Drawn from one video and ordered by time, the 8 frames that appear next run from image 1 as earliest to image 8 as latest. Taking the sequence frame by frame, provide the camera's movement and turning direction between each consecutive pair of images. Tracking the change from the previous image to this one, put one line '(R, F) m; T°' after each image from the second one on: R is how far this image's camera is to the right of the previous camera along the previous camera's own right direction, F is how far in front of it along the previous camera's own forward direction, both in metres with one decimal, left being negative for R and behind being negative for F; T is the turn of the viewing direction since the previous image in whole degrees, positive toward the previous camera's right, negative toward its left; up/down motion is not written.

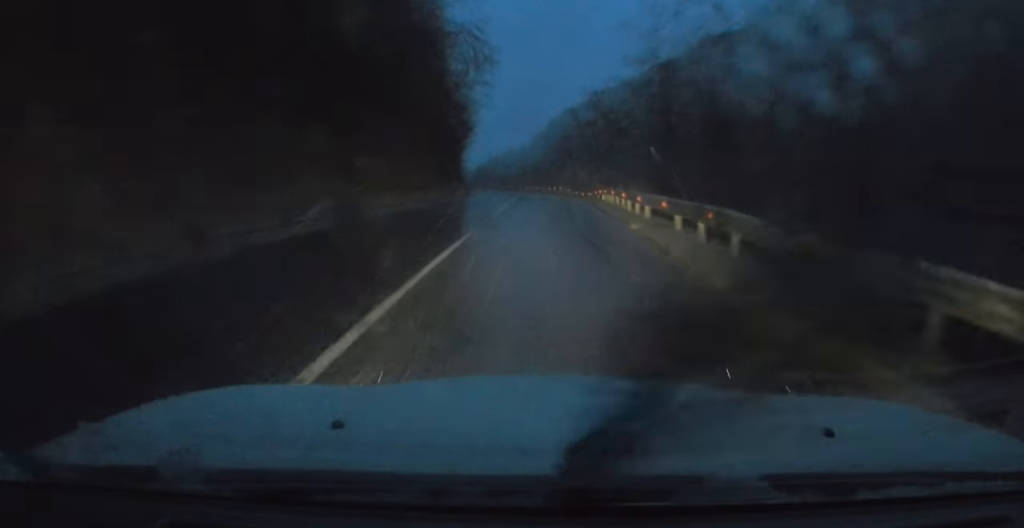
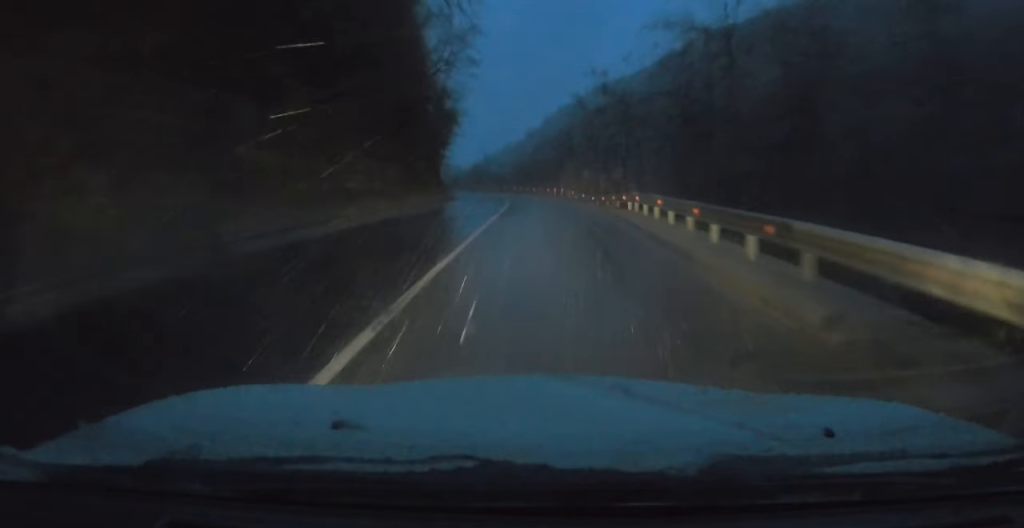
(-0.1, +10.2) m; 0°
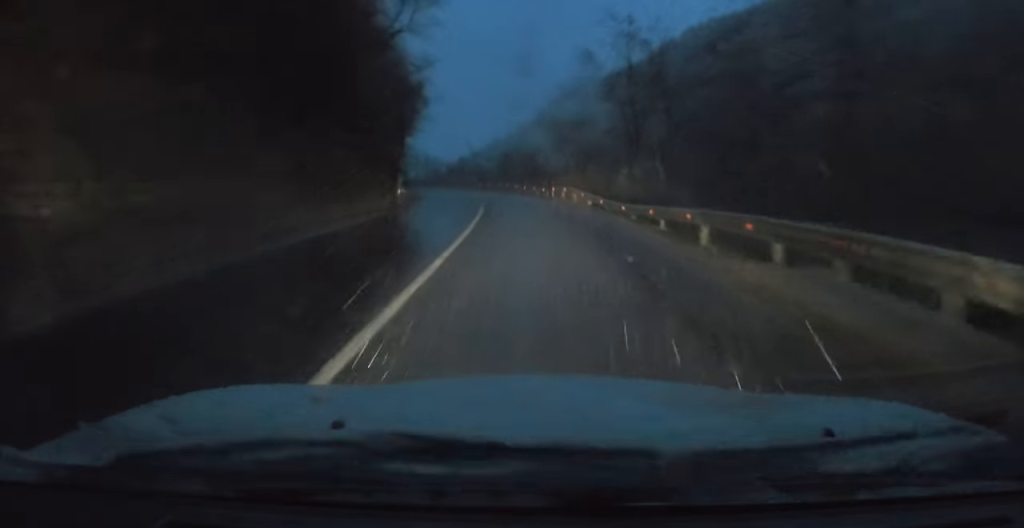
(+0.1, +14.7) m; -1°
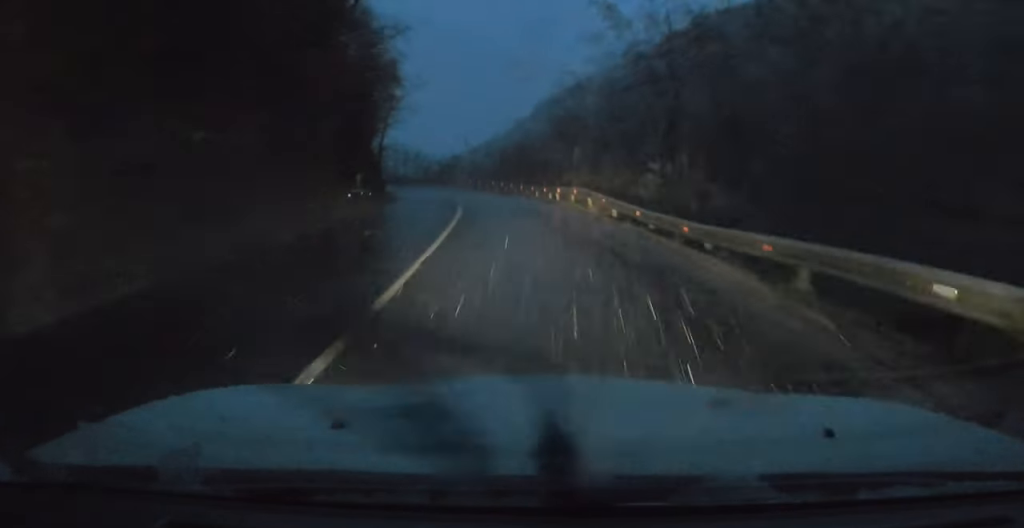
(-0.1, +9.0) m; -2°
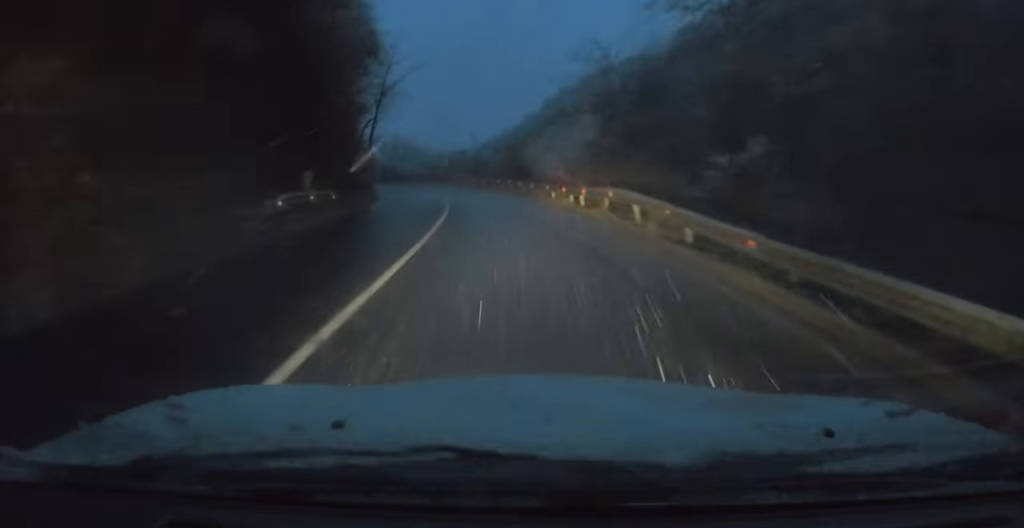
(-0.2, +8.1) m; -2°
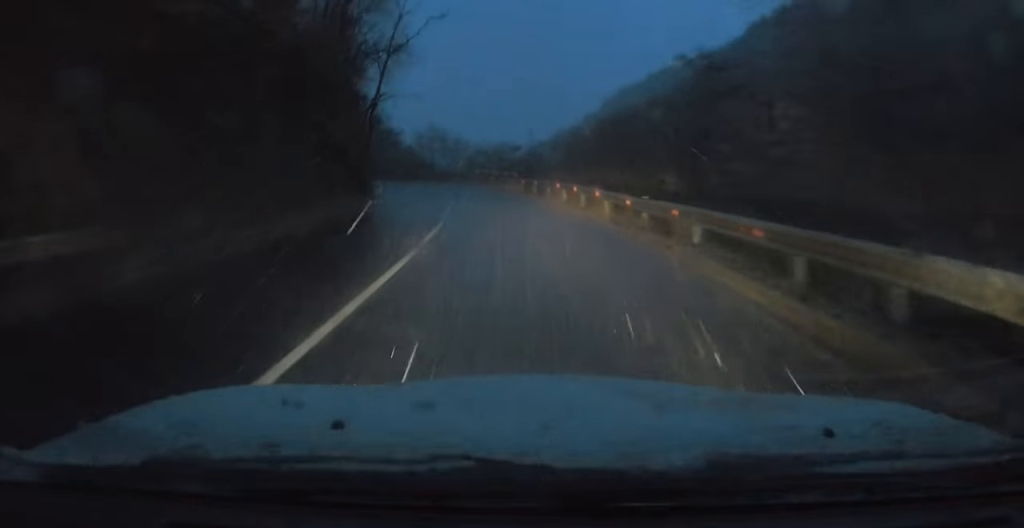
(-0.9, +17.2) m; -6°
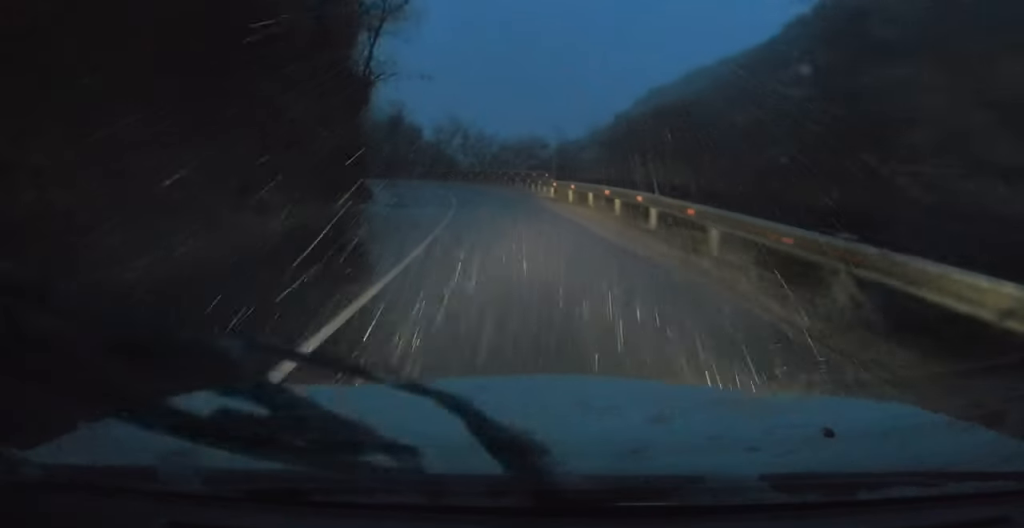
(-0.3, +8.8) m; -3°
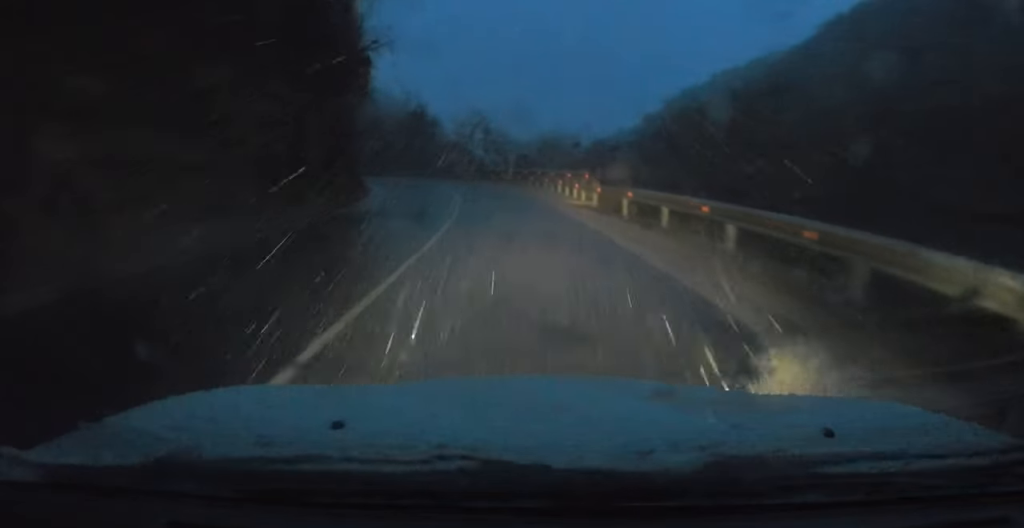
(-0.1, +8.4) m; -3°
